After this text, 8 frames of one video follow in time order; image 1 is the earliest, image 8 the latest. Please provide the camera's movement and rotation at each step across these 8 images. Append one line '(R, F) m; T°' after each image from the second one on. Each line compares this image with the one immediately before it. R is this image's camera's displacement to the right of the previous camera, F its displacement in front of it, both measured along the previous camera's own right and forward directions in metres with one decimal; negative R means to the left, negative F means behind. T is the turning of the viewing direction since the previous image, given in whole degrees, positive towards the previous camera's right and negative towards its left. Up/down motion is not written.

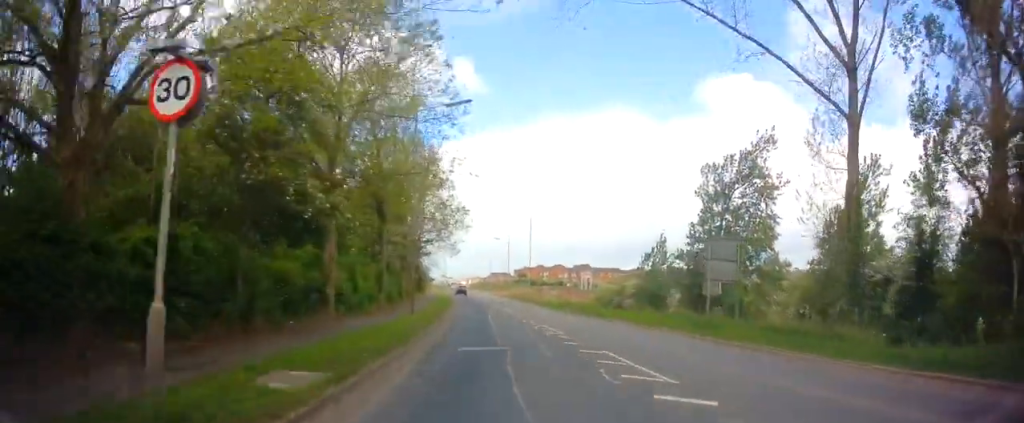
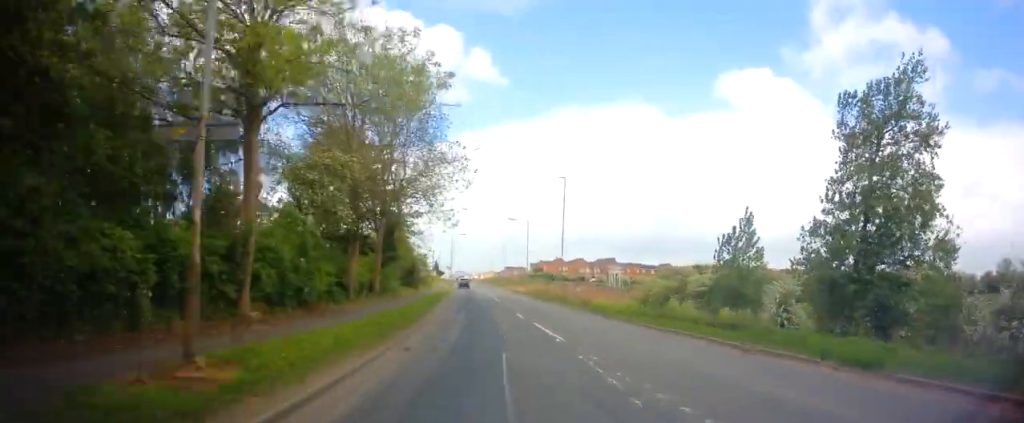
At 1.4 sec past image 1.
(-1.1, +20.7) m; -5°
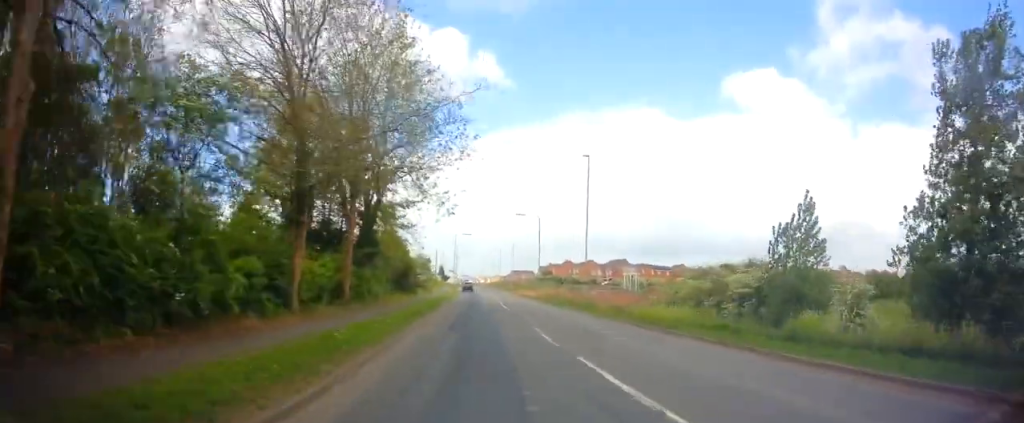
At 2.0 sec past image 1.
(-0.1, +8.9) m; 0°
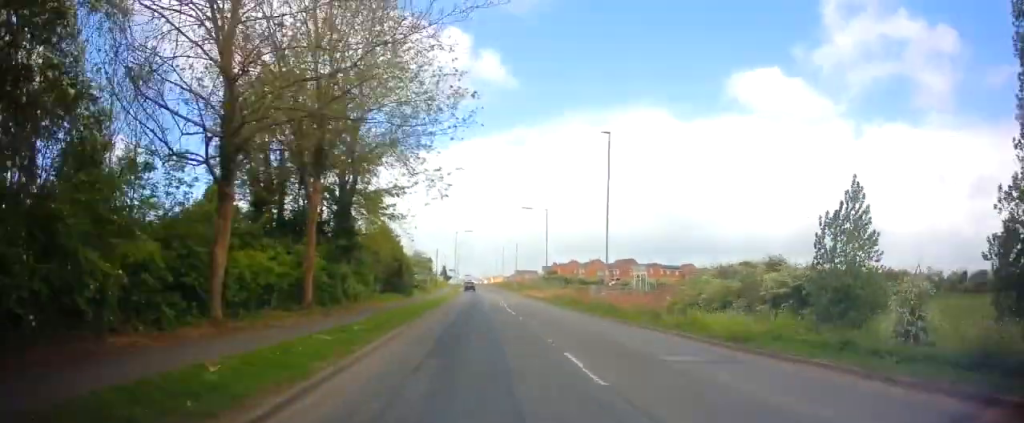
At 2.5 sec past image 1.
(-0.1, +5.8) m; +1°
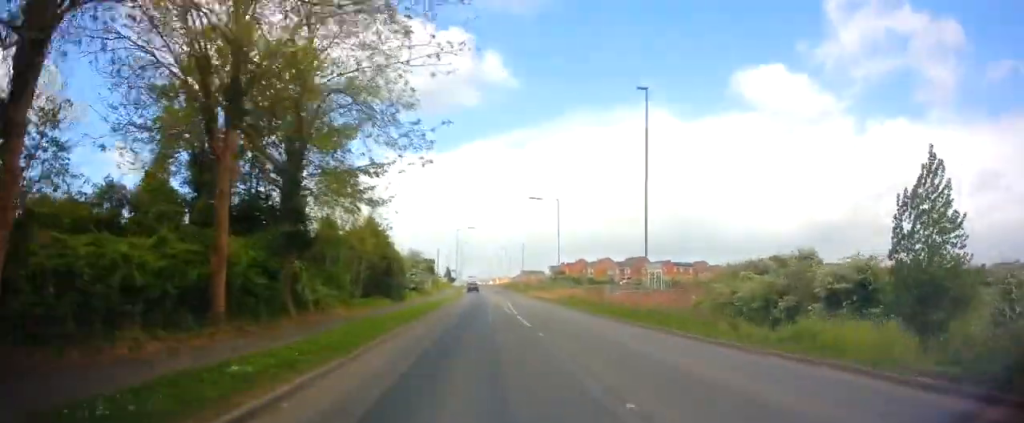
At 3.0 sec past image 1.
(+0.1, +7.5) m; +1°
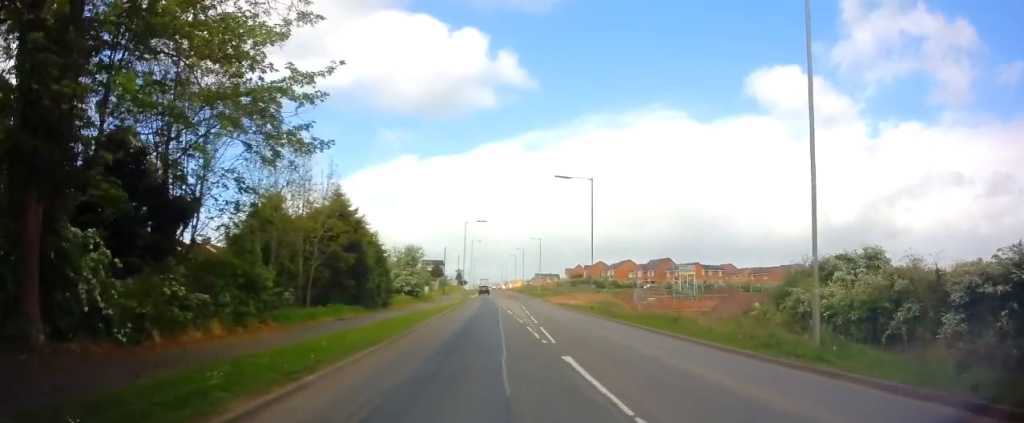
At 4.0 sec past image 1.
(+0.3, +12.7) m; -1°
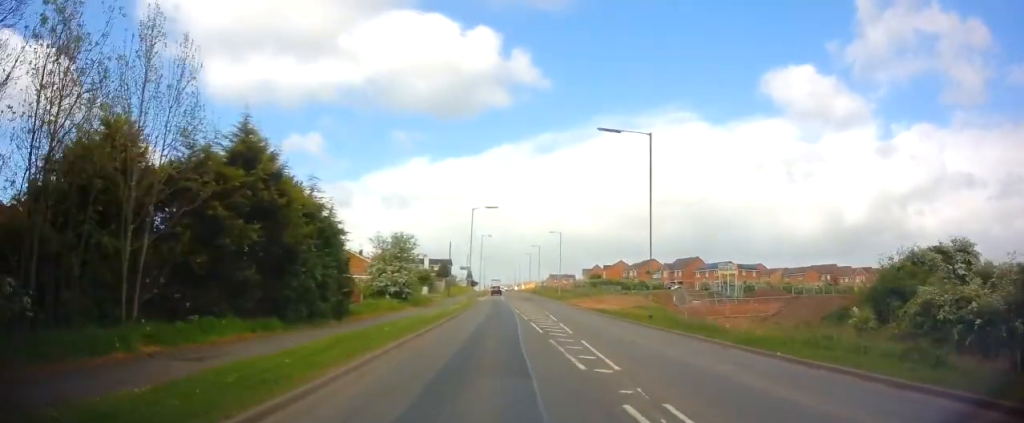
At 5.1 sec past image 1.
(-0.5, +13.5) m; -2°
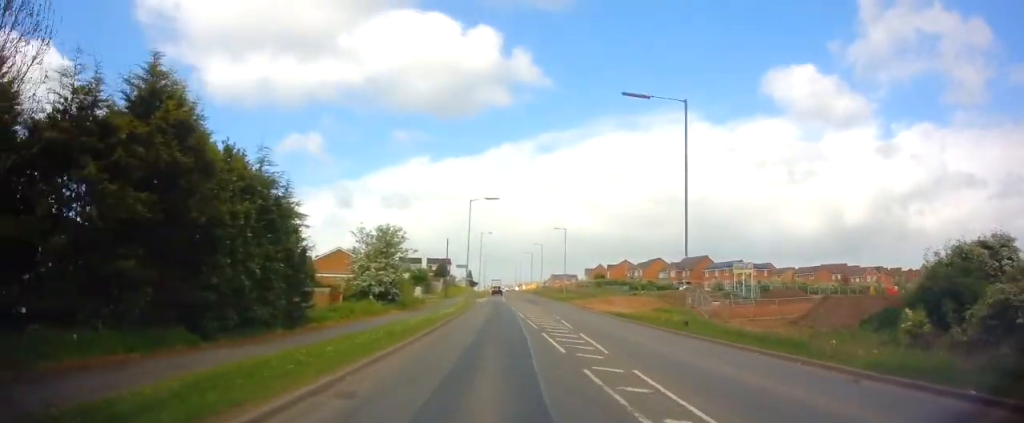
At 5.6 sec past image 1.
(0.0, +5.7) m; 0°
